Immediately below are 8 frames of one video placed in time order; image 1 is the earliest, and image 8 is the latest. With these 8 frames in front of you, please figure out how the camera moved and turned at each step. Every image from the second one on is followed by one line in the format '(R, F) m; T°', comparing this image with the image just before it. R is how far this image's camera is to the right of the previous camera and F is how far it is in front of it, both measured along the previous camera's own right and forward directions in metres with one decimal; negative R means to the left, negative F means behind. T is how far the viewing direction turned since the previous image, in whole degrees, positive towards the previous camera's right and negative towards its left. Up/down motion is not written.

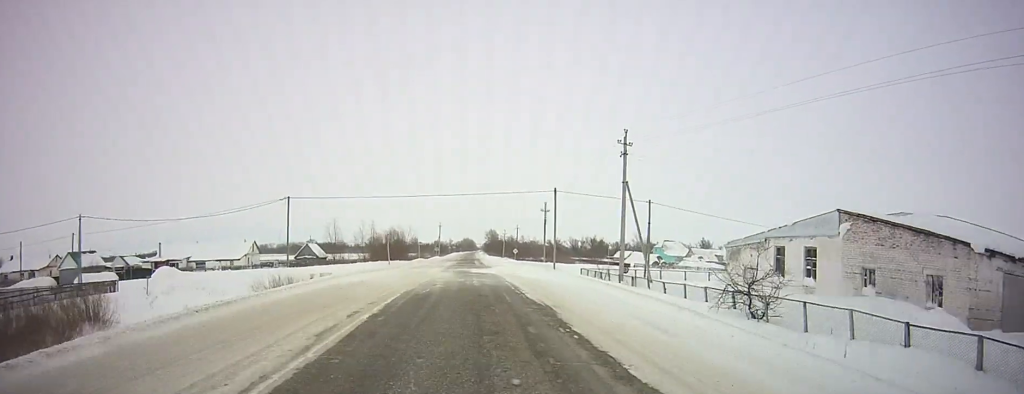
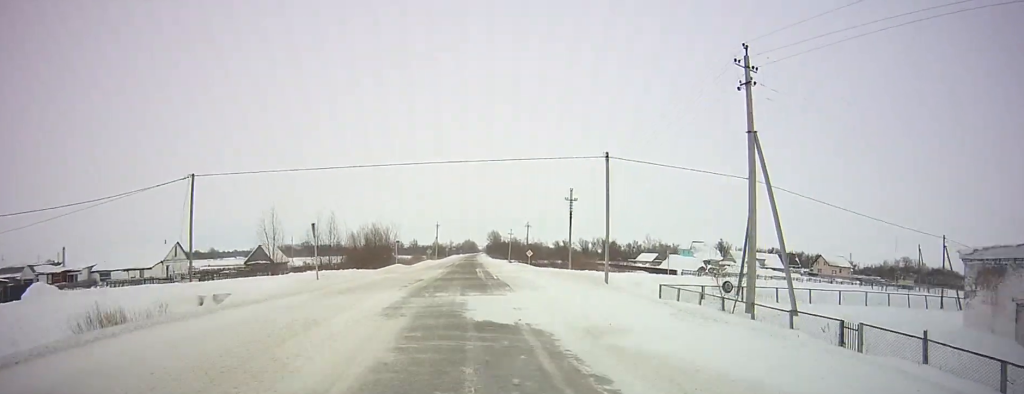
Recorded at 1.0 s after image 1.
(0.0, +25.4) m; 0°
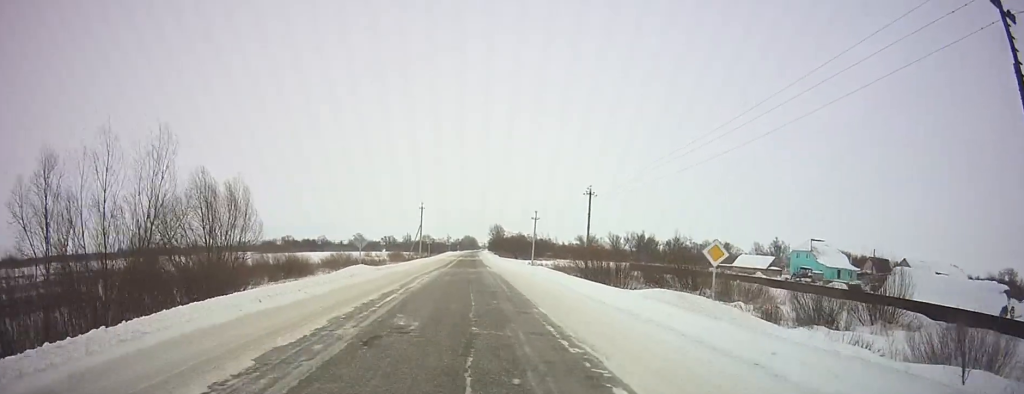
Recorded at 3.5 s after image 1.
(-0.6, +64.2) m; -1°
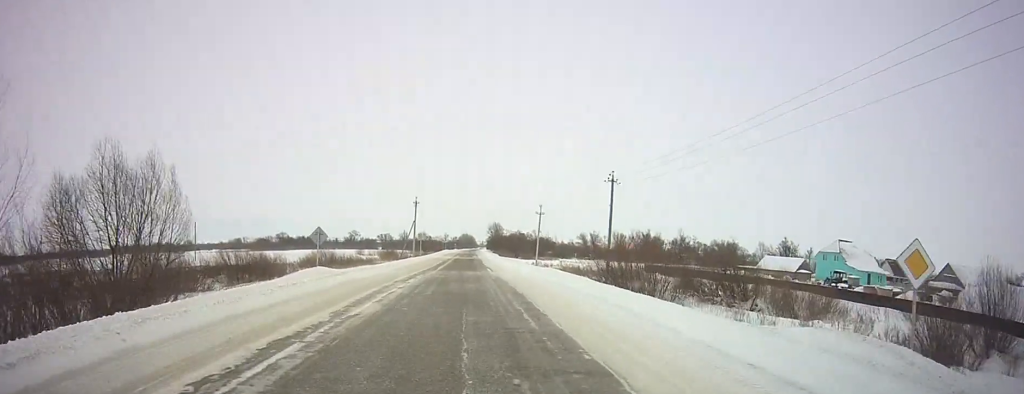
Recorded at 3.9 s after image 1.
(0.0, +10.2) m; 0°
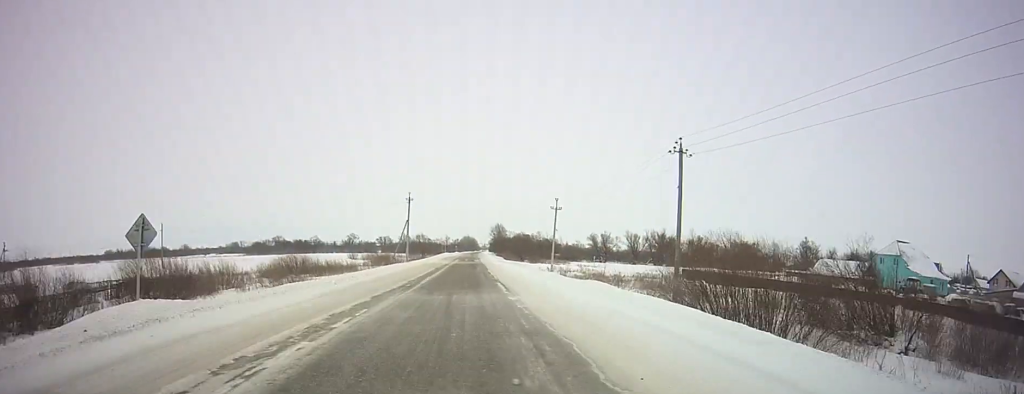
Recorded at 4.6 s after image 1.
(0.0, +16.4) m; 0°
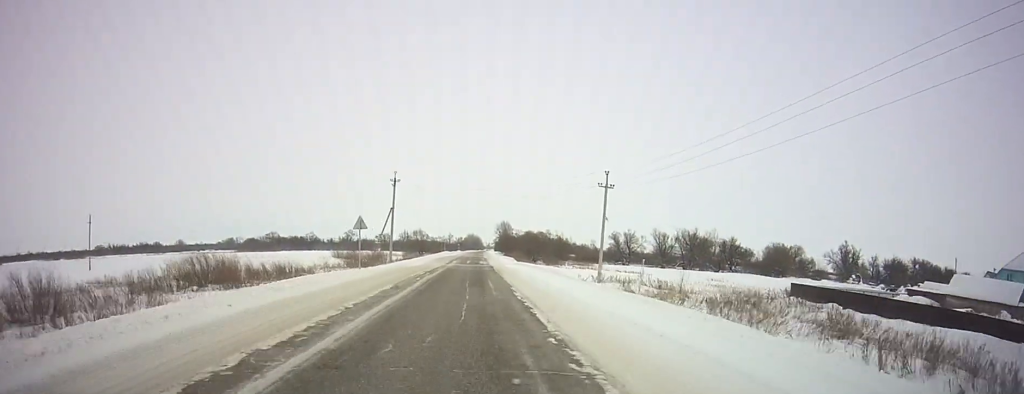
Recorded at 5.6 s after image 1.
(0.0, +26.9) m; 0°
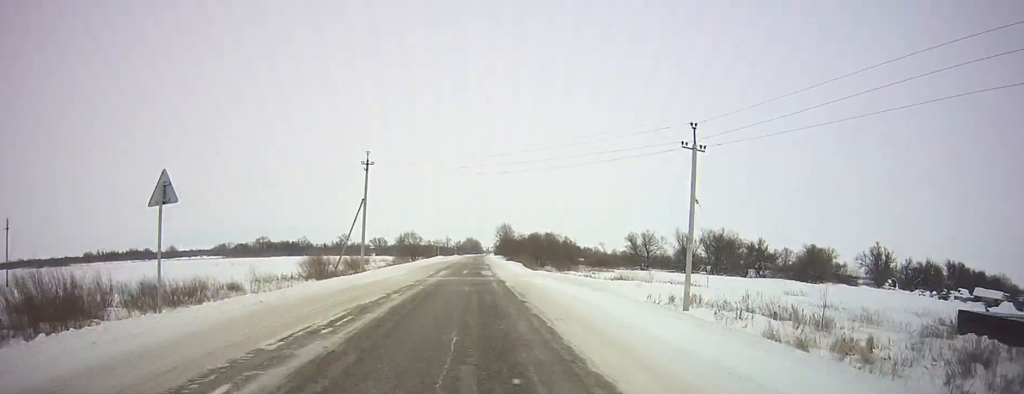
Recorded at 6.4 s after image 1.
(0.0, +21.1) m; 0°
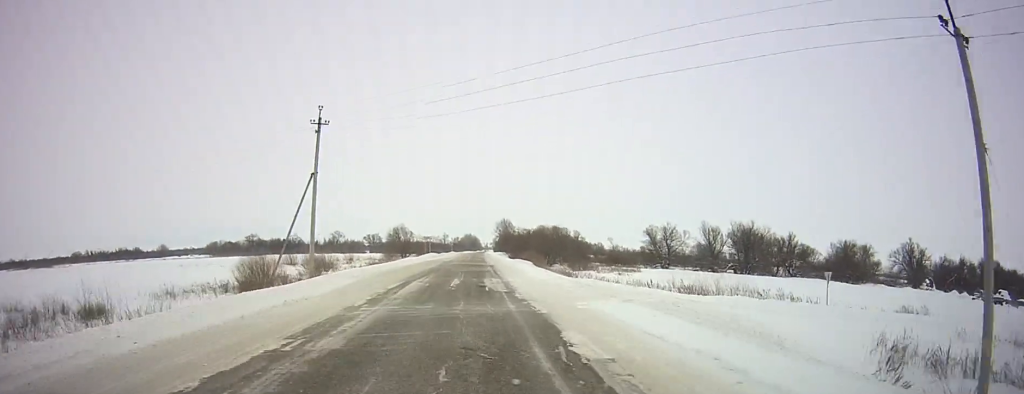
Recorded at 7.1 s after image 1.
(0.0, +19.5) m; 0°
